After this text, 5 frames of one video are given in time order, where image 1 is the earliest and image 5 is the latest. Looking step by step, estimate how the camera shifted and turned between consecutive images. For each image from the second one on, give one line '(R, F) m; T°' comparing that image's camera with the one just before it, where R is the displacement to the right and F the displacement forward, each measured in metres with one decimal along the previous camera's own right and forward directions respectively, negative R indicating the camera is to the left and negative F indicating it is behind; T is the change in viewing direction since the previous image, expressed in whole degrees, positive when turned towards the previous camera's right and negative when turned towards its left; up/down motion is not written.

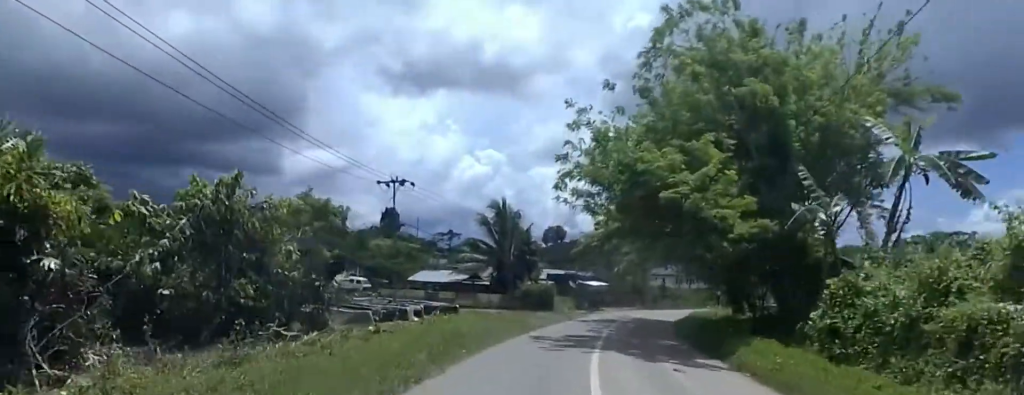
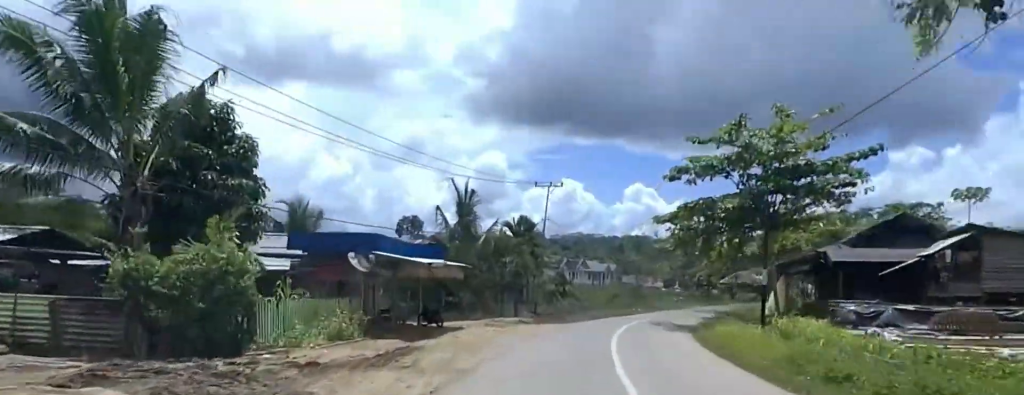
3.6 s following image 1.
(+0.2, +37.1) m; +5°
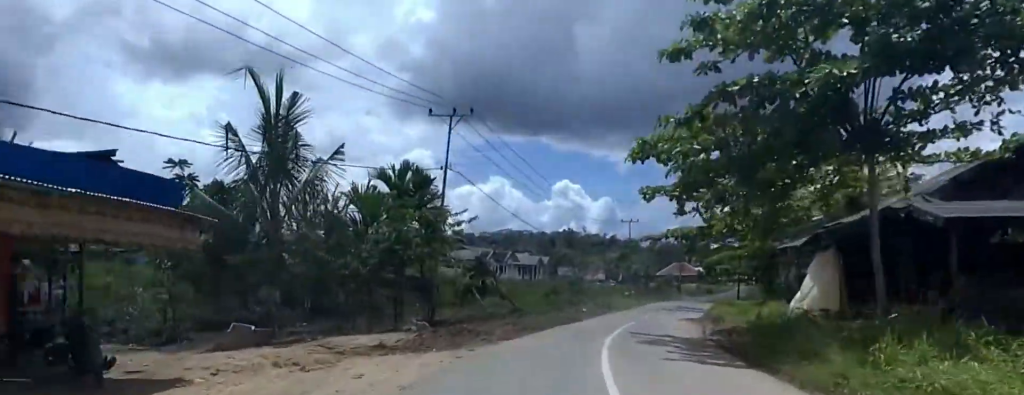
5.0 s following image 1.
(+1.5, +16.2) m; +9°
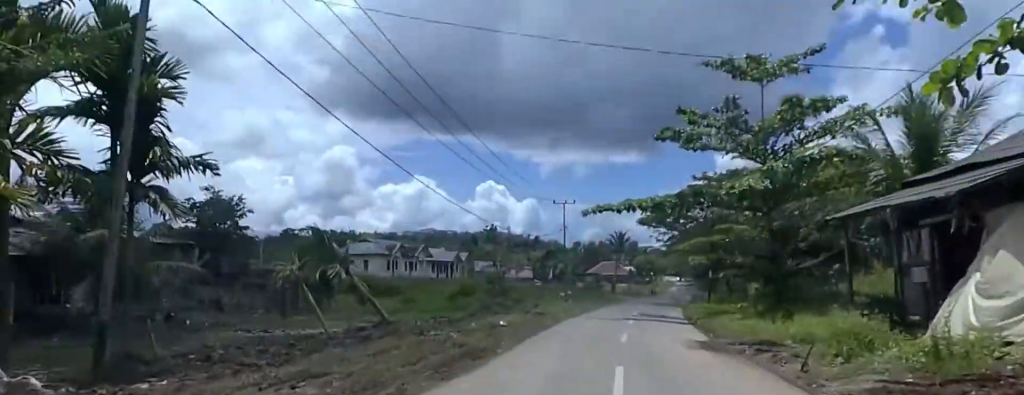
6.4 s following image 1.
(+0.9, +15.8) m; +9°
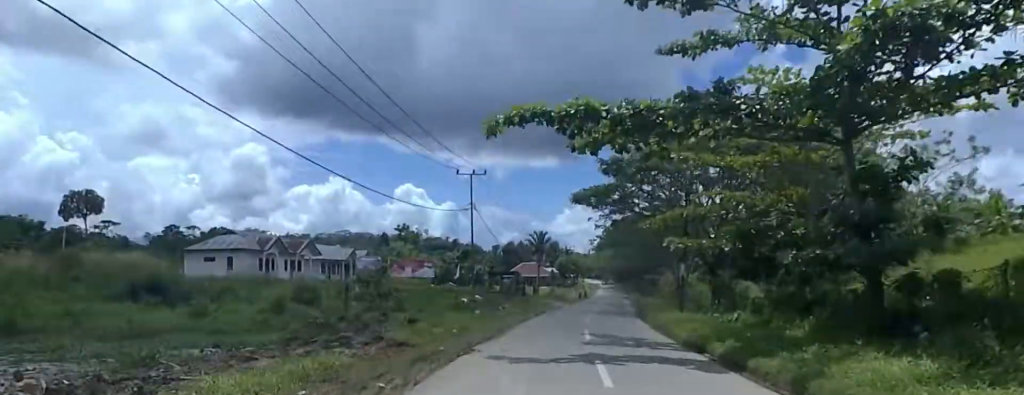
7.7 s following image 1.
(+1.3, +15.2) m; +7°
